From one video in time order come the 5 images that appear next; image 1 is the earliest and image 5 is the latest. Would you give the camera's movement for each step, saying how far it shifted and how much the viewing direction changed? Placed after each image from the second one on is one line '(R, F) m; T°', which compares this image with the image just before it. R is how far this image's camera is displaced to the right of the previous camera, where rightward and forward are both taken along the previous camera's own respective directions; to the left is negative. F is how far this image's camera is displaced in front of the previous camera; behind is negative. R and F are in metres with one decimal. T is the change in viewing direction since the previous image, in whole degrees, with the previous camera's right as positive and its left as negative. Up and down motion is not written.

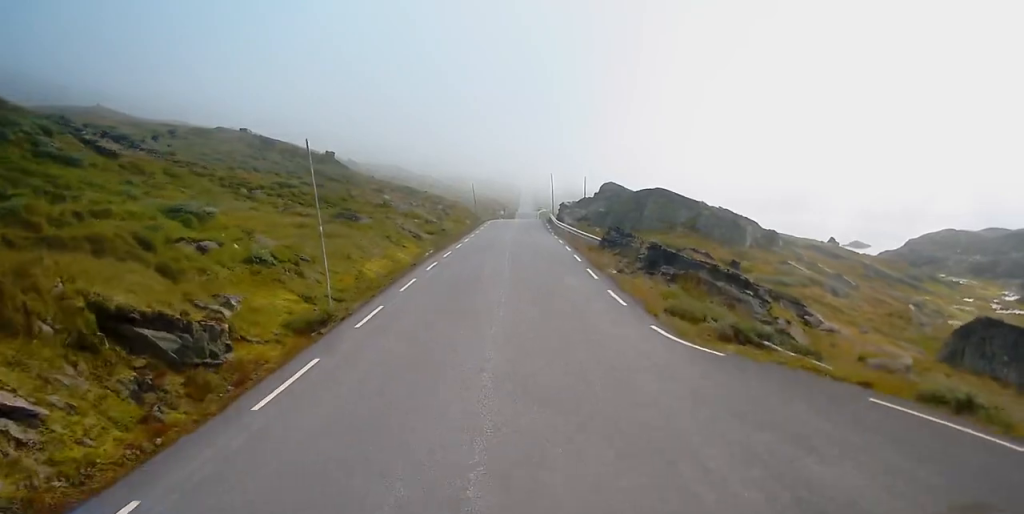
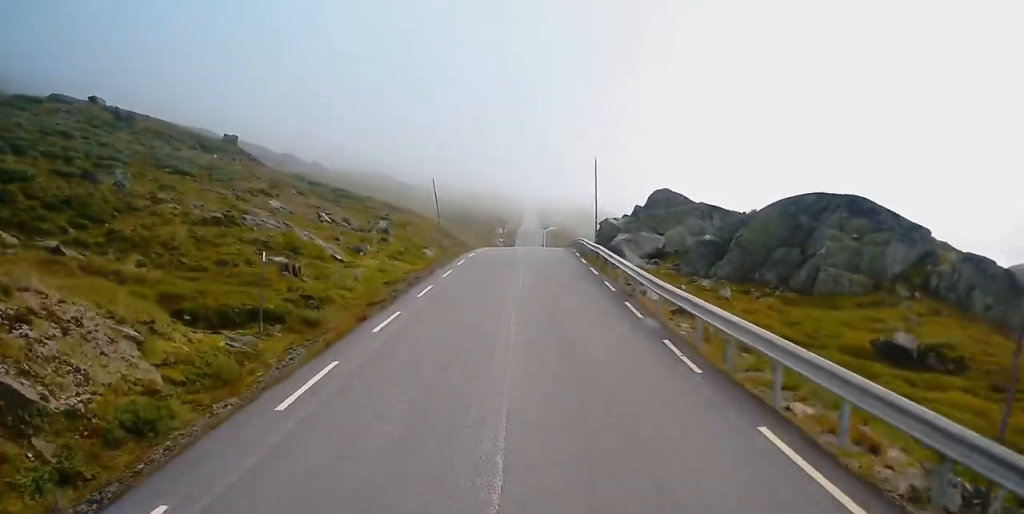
(+1.3, +41.7) m; +2°
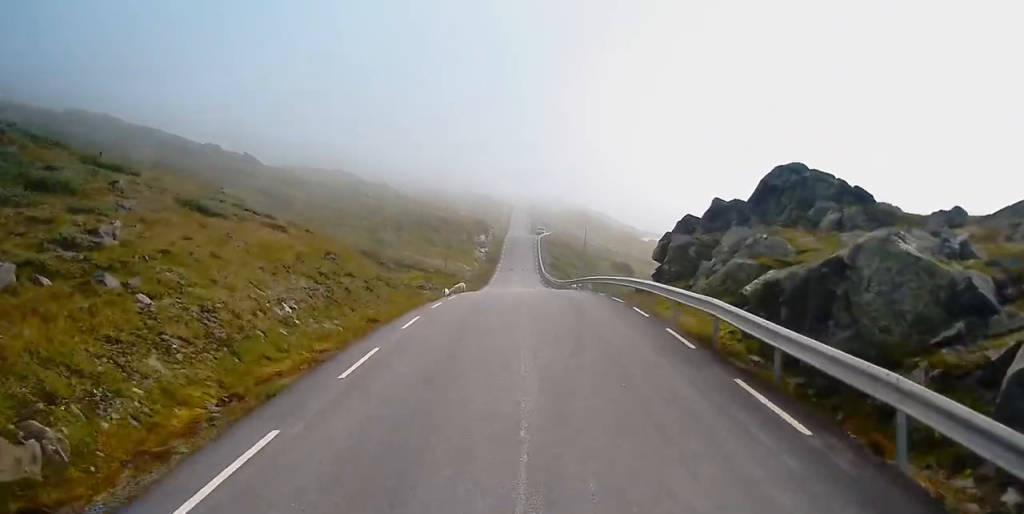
(0.0, +39.0) m; +2°
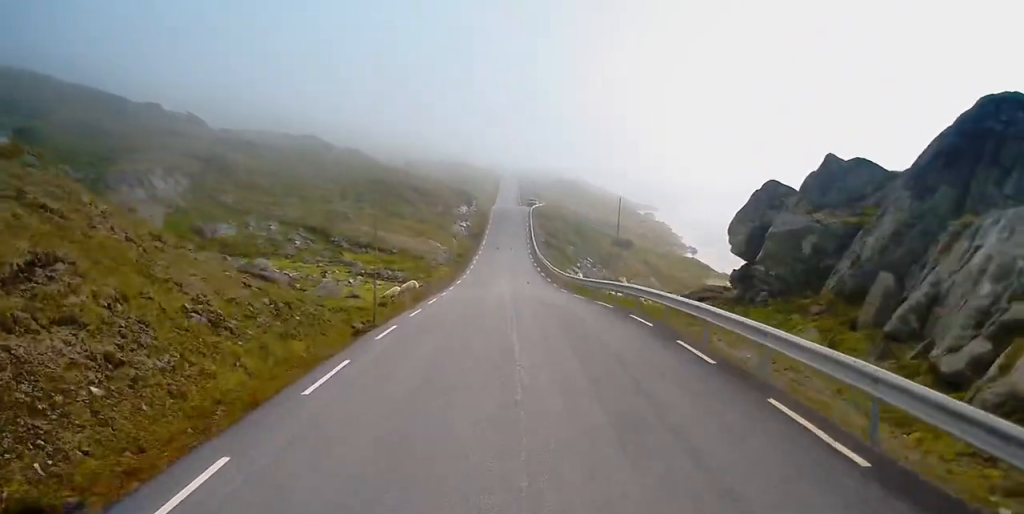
(+0.3, +18.1) m; -1°
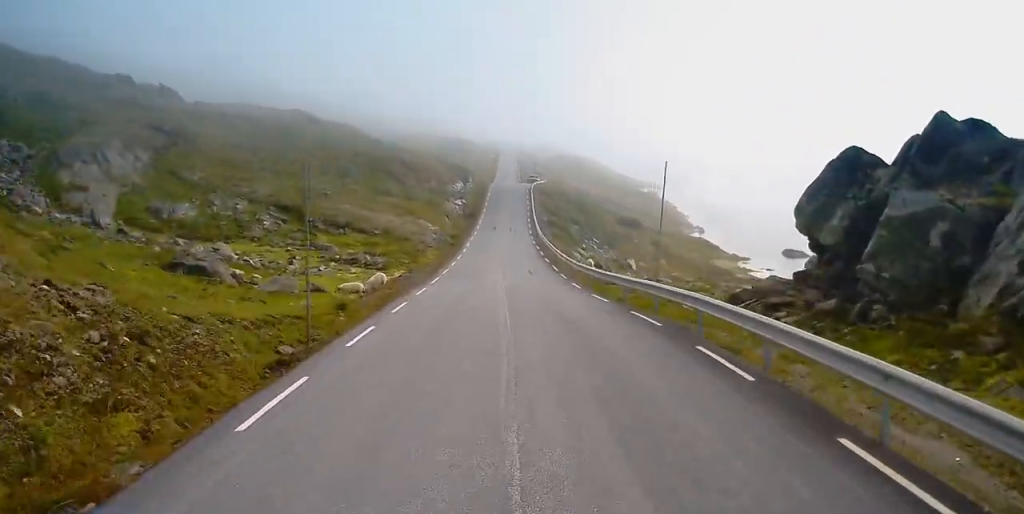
(-0.2, +8.2) m; -1°
